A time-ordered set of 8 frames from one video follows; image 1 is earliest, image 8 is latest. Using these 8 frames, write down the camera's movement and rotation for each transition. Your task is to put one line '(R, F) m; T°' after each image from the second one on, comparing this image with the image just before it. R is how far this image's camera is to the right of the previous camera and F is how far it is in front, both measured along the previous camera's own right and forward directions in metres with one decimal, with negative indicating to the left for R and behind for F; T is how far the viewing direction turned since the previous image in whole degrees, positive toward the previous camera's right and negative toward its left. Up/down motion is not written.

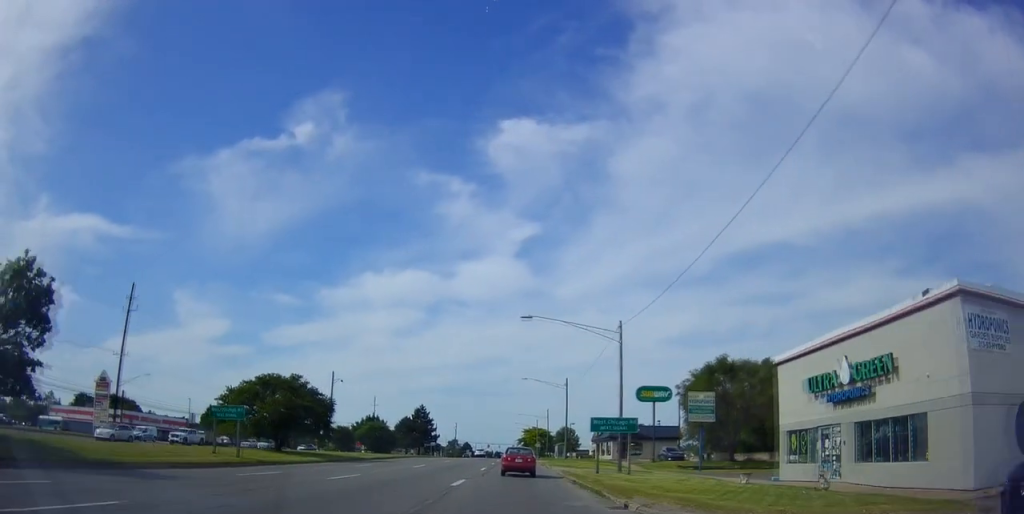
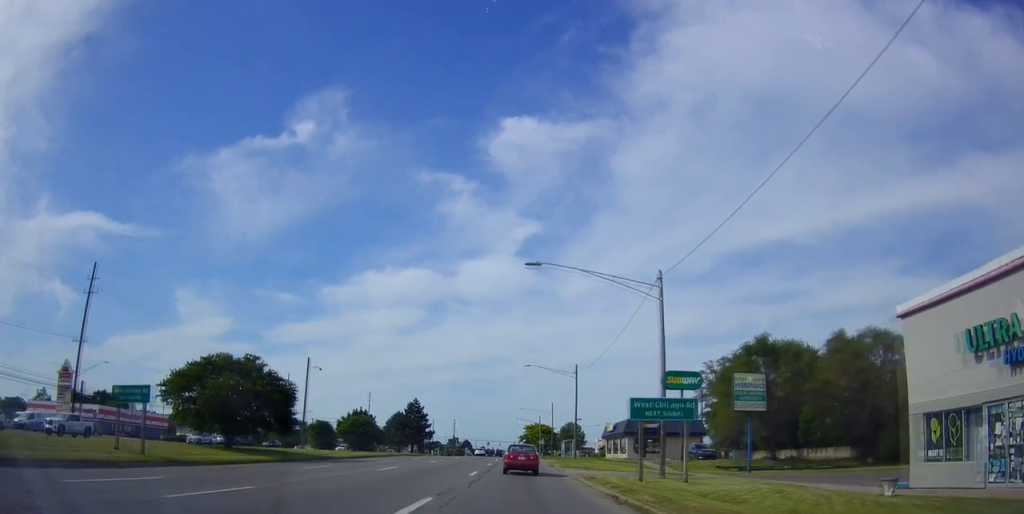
(0.0, +10.0) m; -1°
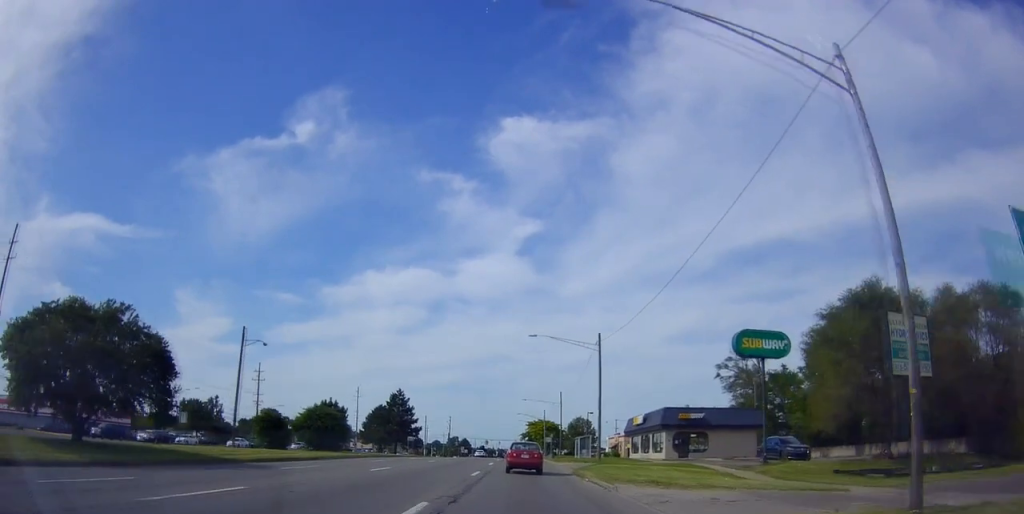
(-0.2, +17.6) m; -1°
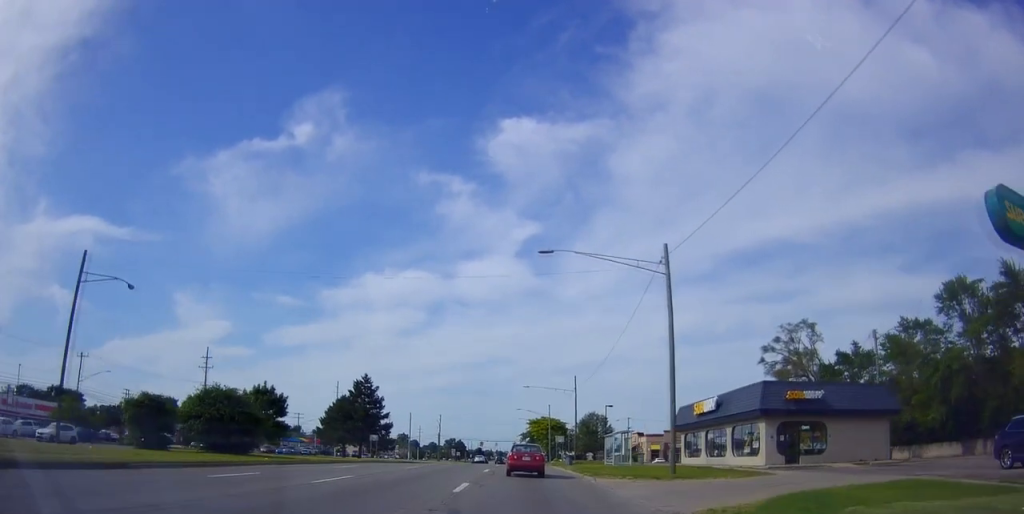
(+0.1, +23.2) m; -1°
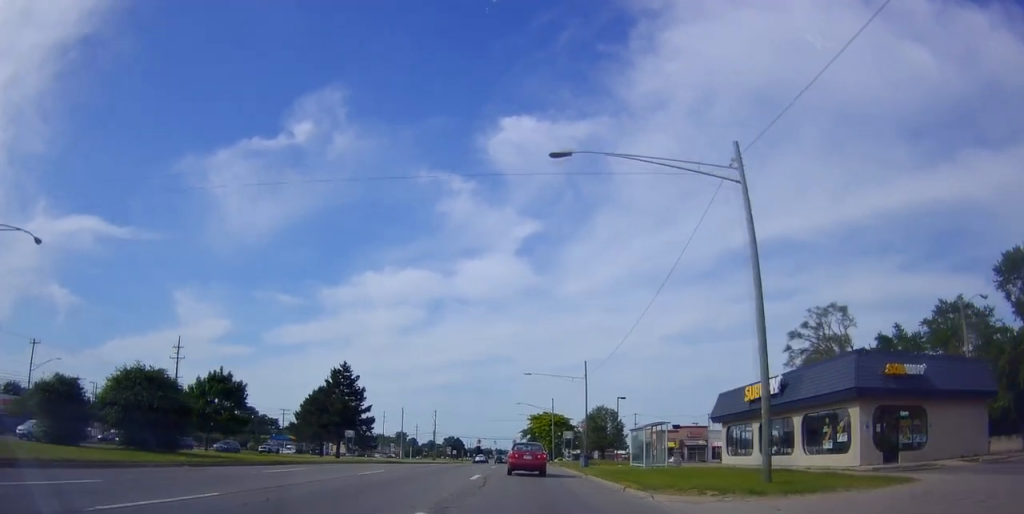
(-0.2, +10.1) m; 0°
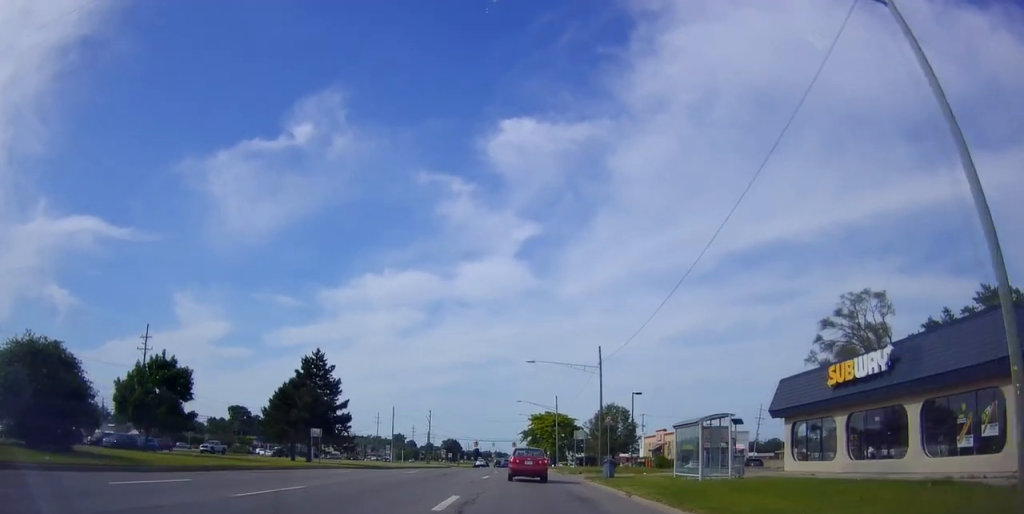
(-0.5, +10.0) m; 0°
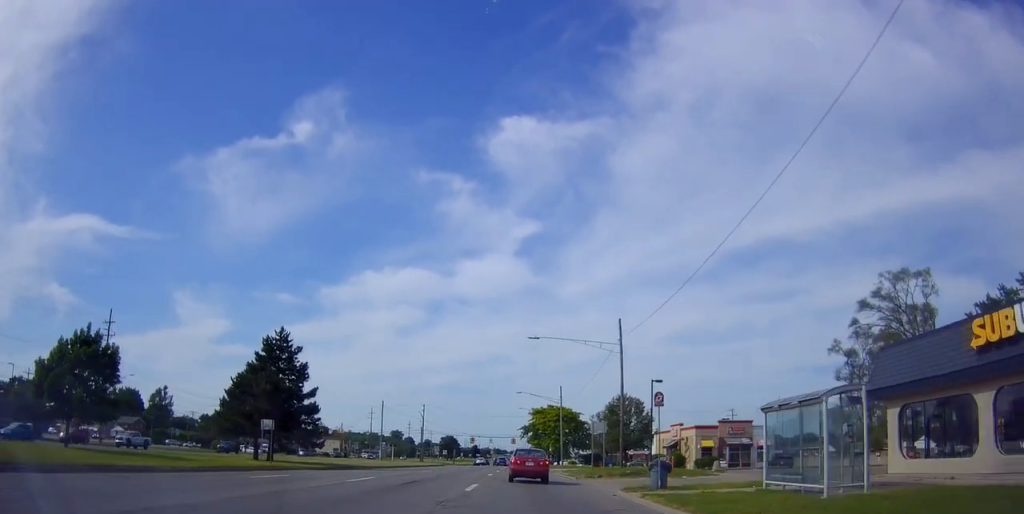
(+0.5, +9.7) m; 0°
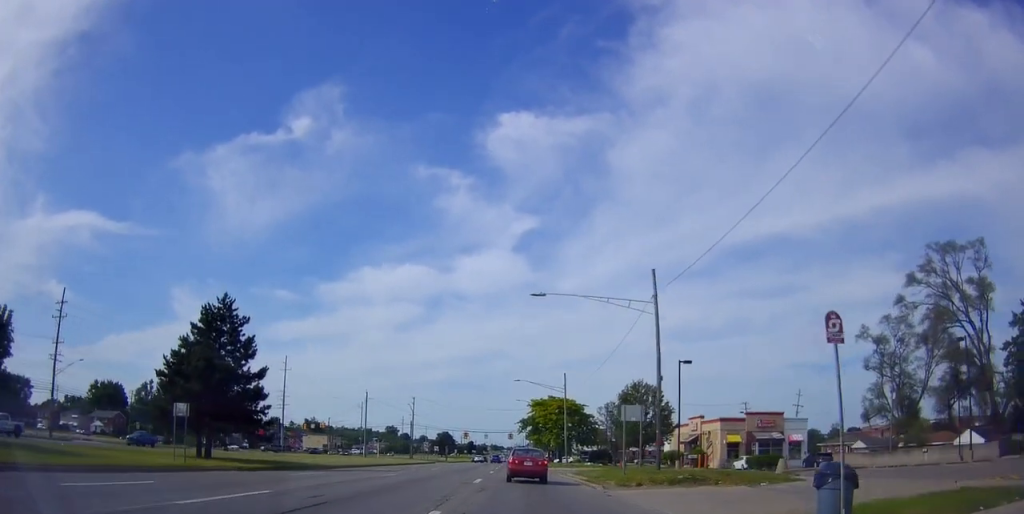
(+0.1, +10.6) m; 0°
